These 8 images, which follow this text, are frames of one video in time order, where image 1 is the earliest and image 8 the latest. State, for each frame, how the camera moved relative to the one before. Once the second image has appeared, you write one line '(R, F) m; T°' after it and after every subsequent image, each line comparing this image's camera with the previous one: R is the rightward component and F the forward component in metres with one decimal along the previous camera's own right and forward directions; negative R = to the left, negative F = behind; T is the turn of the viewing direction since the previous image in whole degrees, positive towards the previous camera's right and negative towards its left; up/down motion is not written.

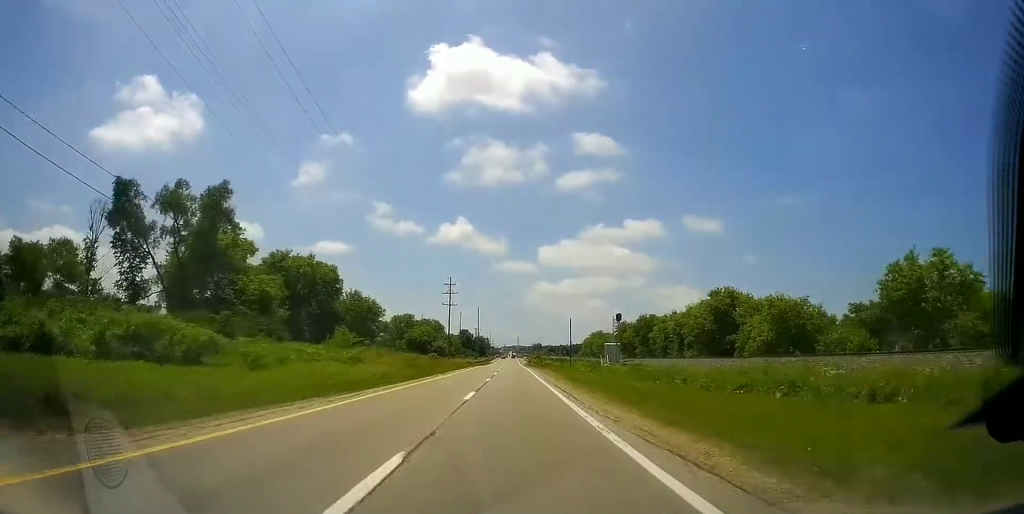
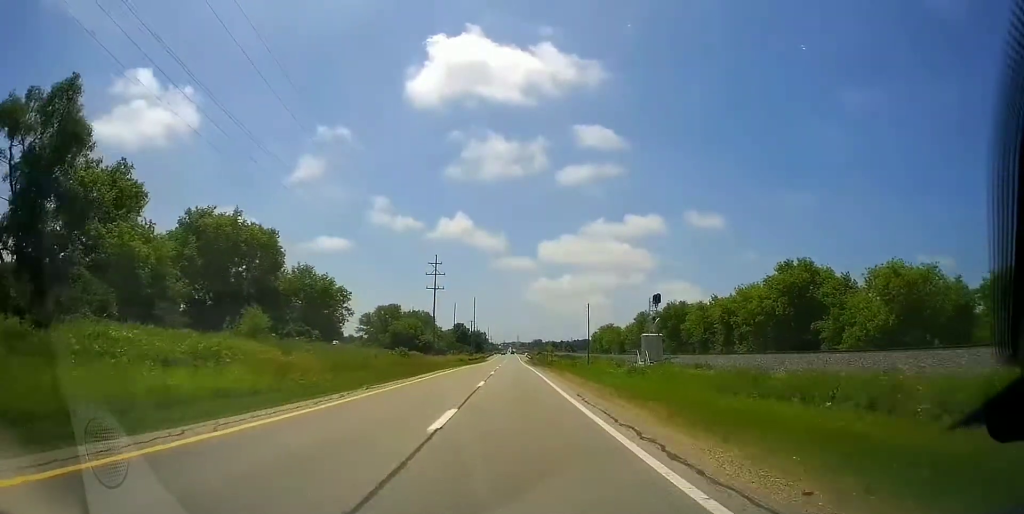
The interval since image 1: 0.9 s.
(-0.1, +23.8) m; -1°
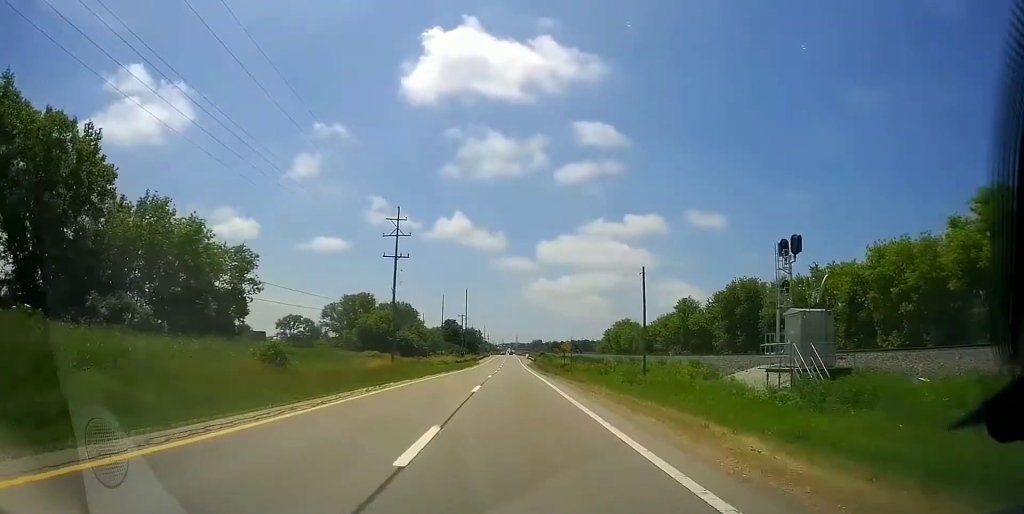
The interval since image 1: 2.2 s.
(-0.3, +33.5) m; 0°
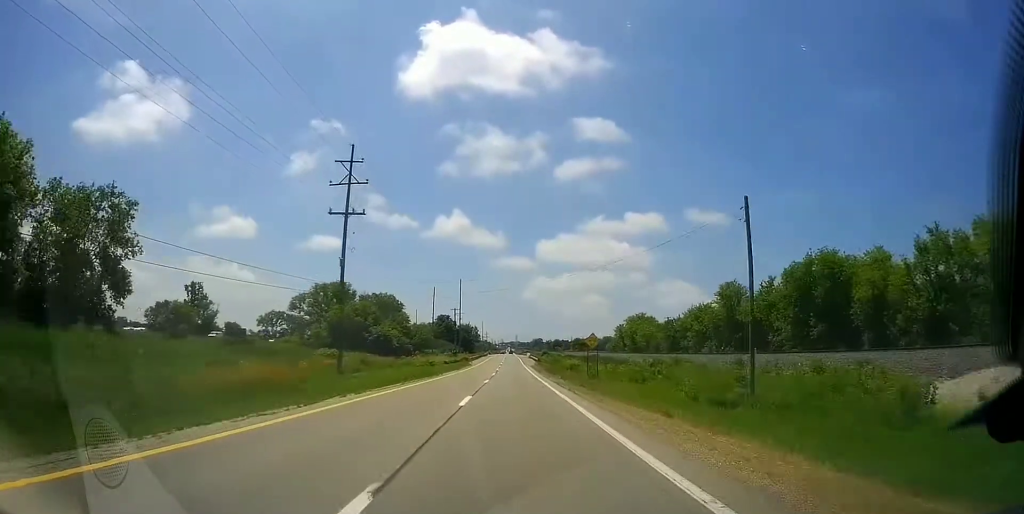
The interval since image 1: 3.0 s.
(+0.2, +20.6) m; +1°
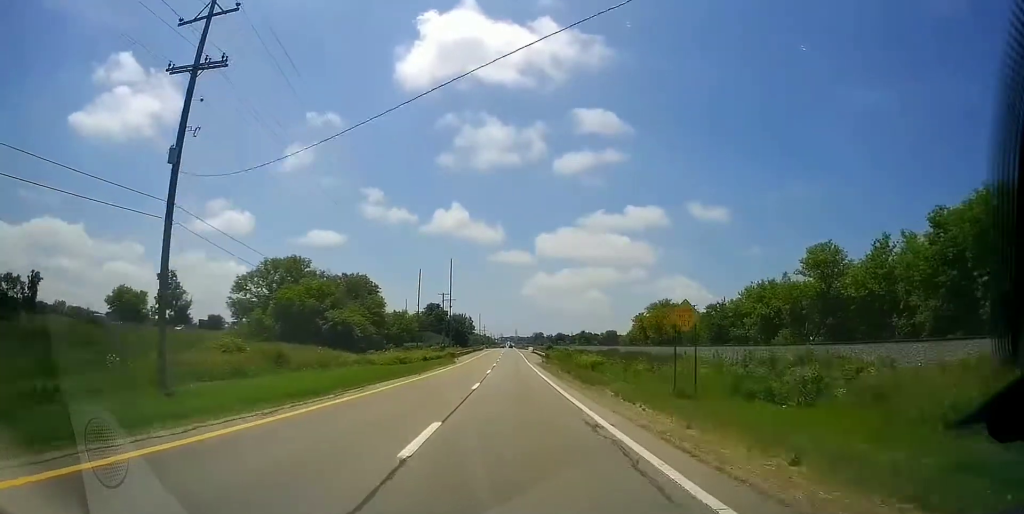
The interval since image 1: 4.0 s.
(+0.1, +25.0) m; 0°
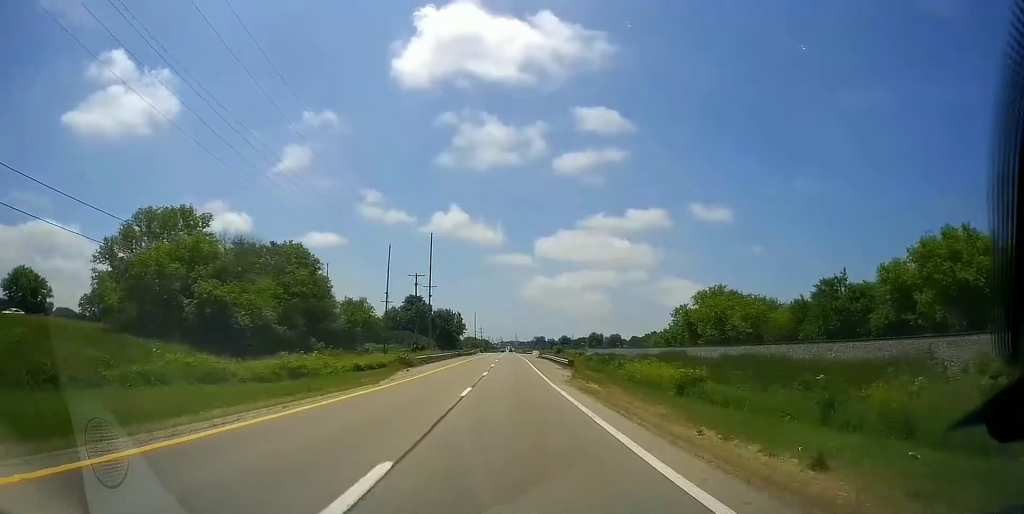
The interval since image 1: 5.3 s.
(-0.5, +35.0) m; -1°
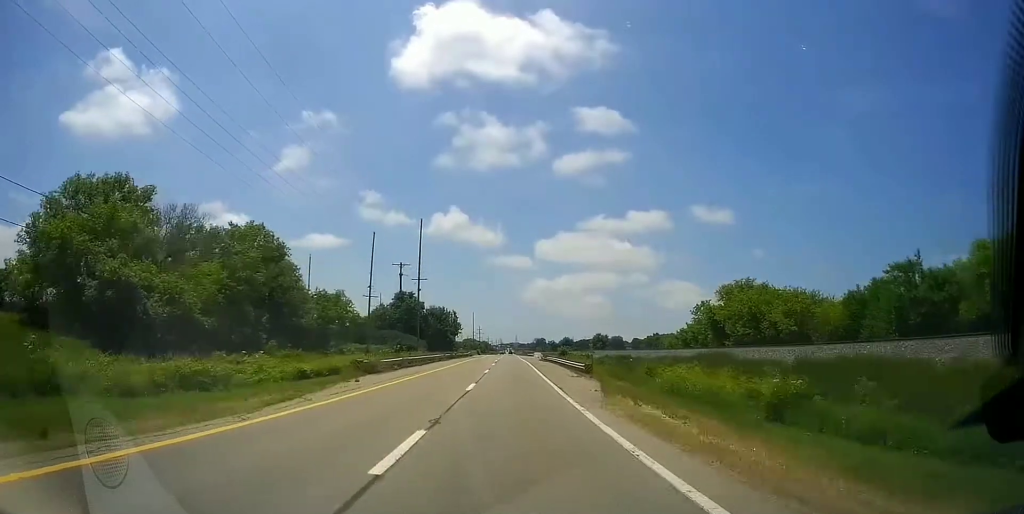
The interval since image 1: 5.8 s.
(0.0, +12.3) m; 0°
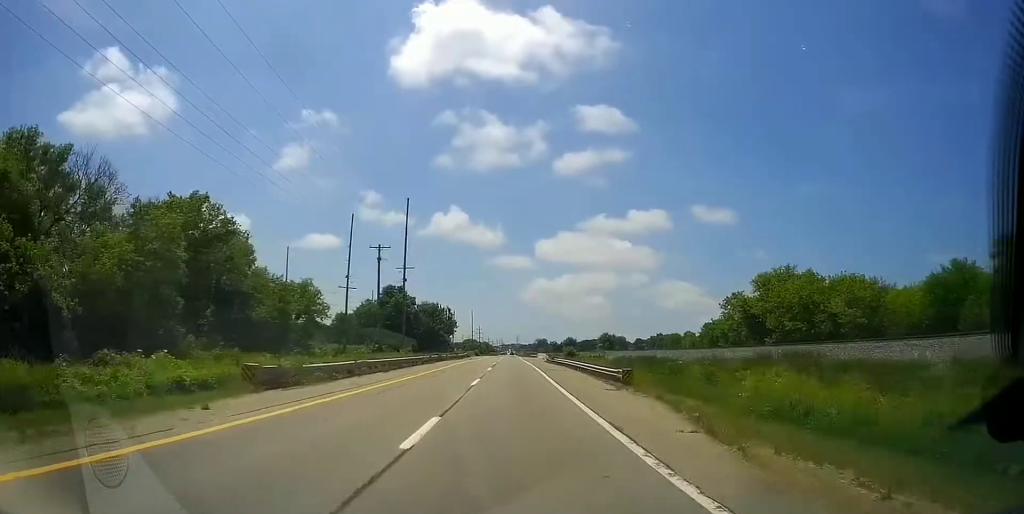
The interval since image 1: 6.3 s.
(+0.1, +13.3) m; +1°
